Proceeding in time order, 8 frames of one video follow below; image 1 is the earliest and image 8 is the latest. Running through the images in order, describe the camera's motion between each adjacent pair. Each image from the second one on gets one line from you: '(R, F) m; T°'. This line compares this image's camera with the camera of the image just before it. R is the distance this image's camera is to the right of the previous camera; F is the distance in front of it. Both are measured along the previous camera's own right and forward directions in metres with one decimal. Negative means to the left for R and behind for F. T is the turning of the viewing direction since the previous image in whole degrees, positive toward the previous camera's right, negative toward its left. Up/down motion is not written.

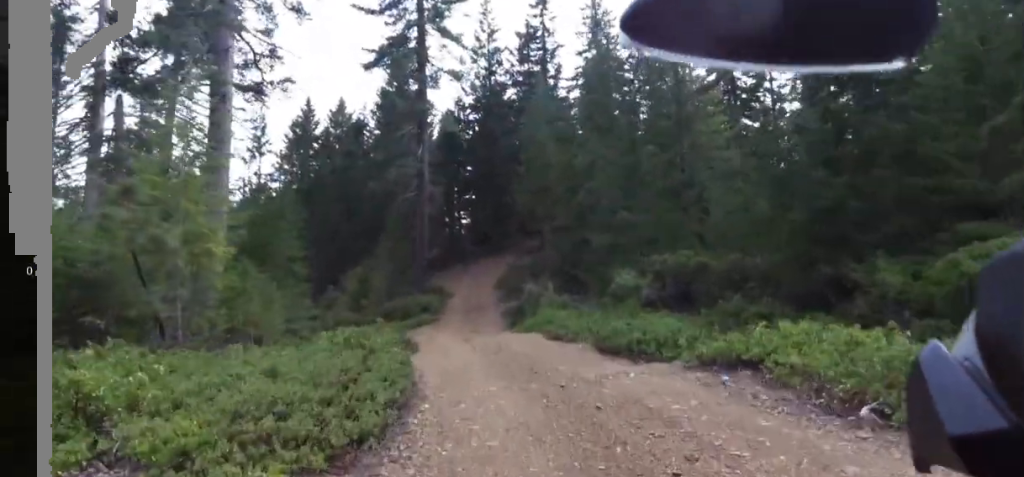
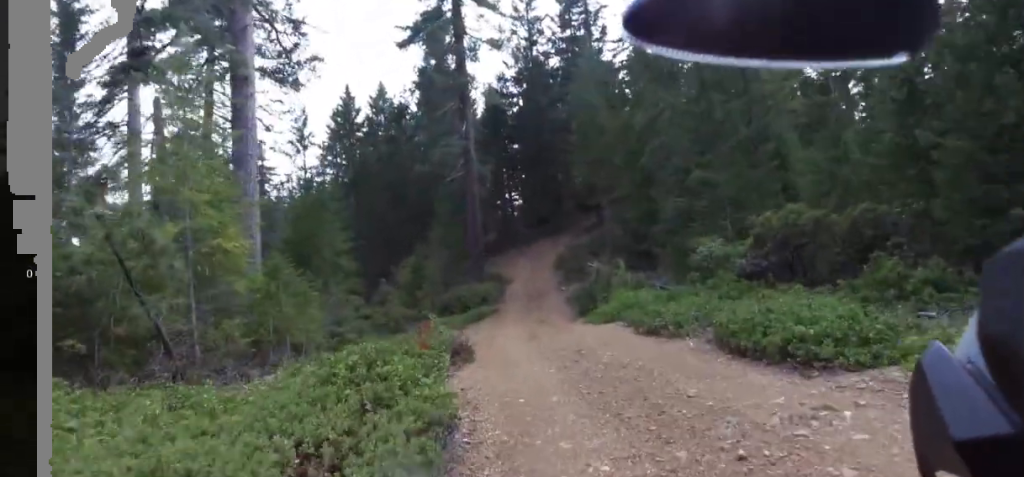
(-0.6, +4.6) m; 0°
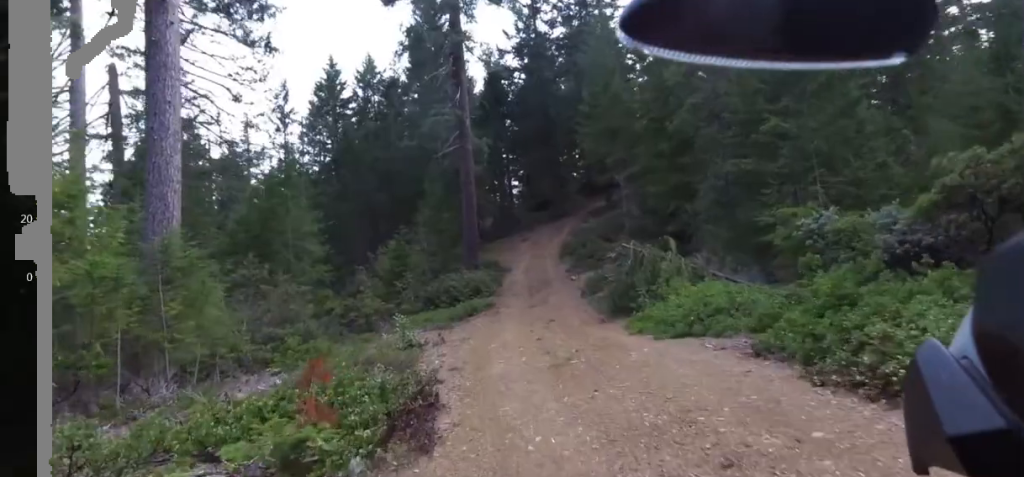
(+0.2, +8.7) m; +3°
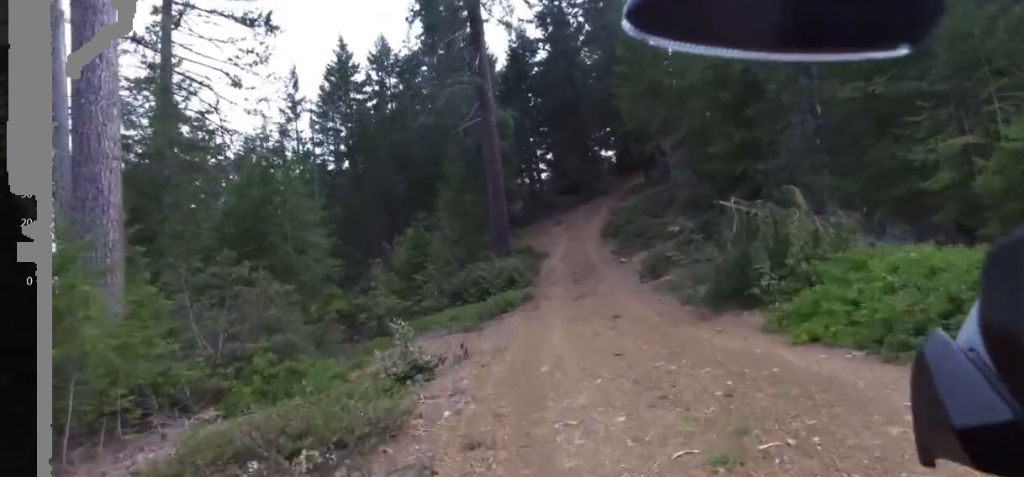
(+0.2, +5.9) m; 0°
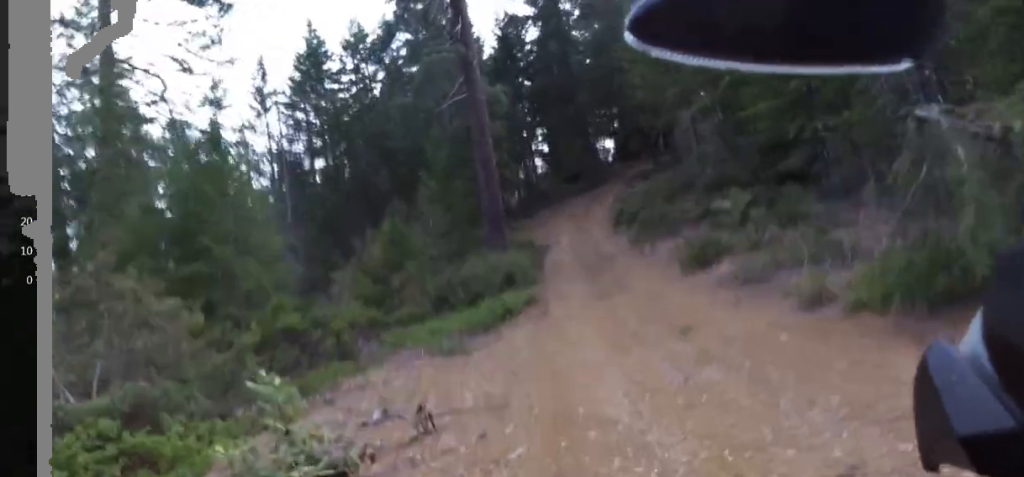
(-0.4, +5.8) m; -1°
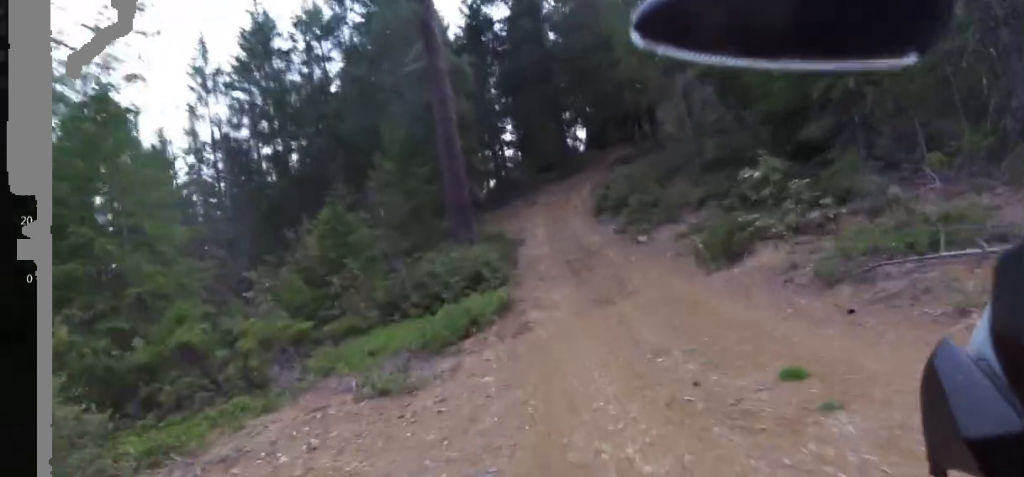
(+0.1, +3.8) m; +6°
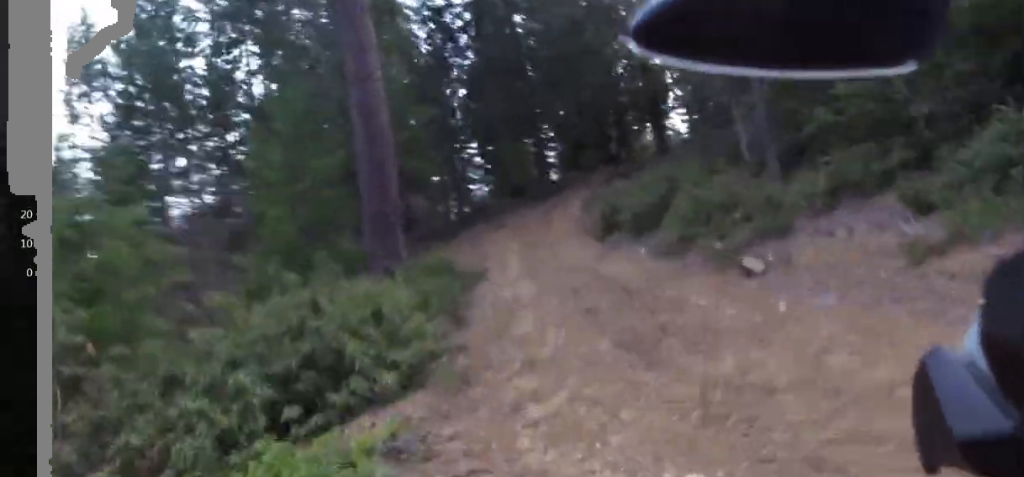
(+1.3, +8.4) m; +13°
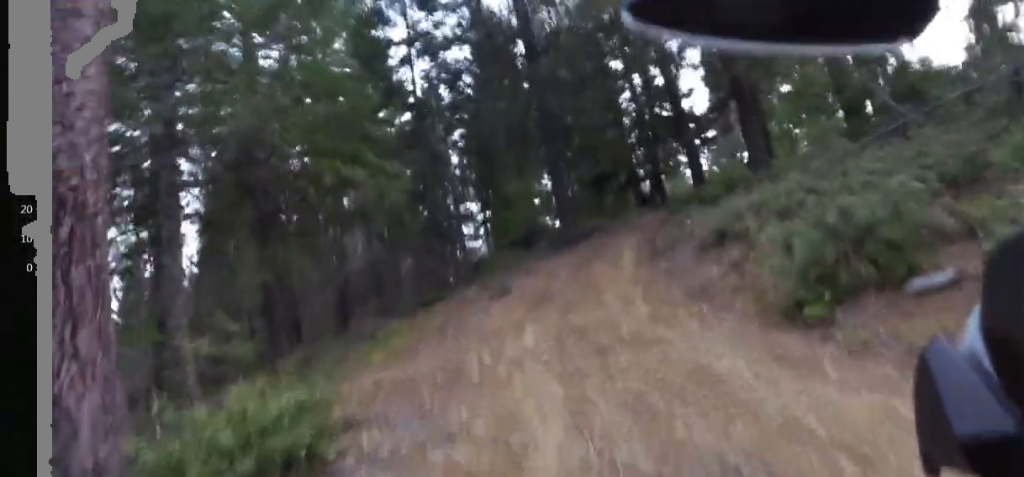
(+0.3, +8.2) m; +7°
